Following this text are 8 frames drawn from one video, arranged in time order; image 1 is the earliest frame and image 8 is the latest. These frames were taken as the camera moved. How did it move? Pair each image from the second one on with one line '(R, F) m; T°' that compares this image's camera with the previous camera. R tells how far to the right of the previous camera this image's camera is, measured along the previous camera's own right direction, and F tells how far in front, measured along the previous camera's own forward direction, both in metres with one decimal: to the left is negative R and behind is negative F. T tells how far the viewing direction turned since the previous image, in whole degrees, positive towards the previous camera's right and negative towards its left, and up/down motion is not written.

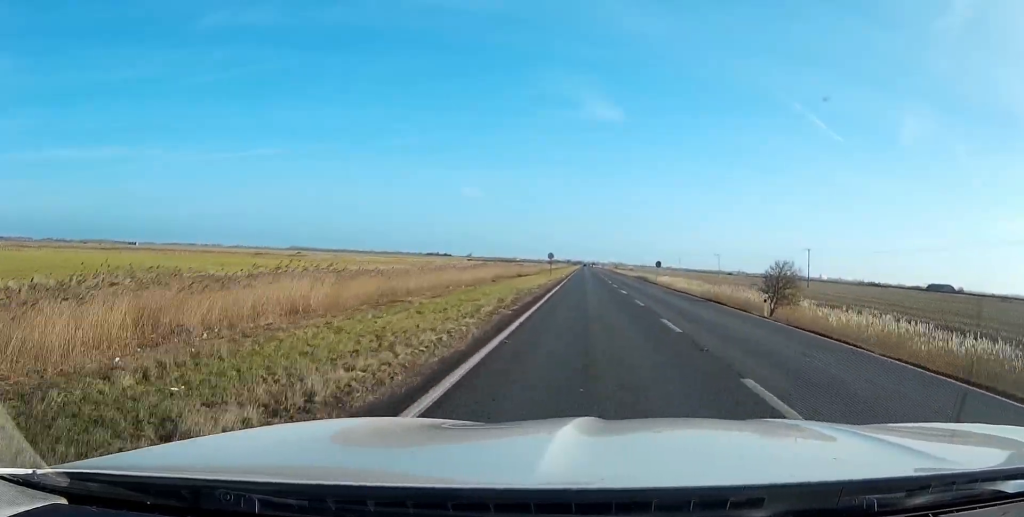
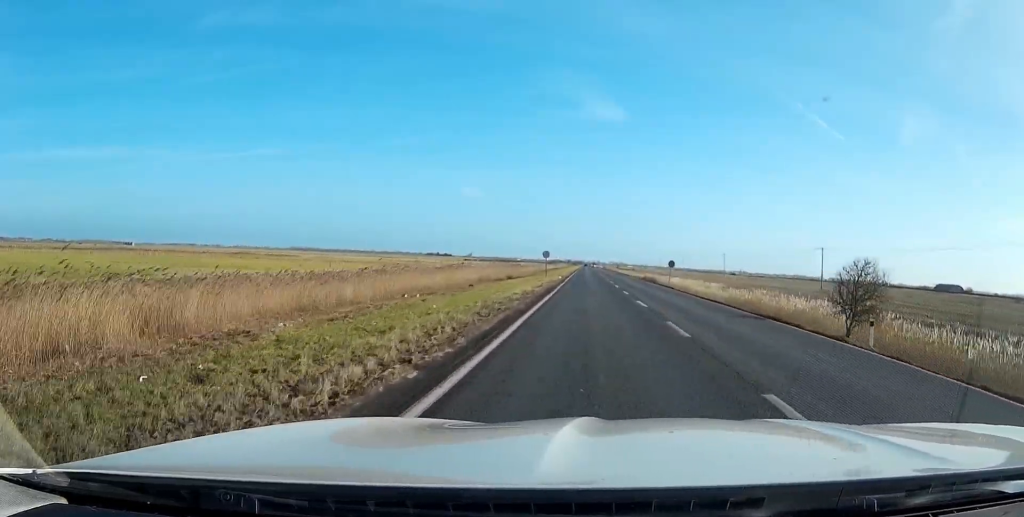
(0.0, +10.1) m; 0°
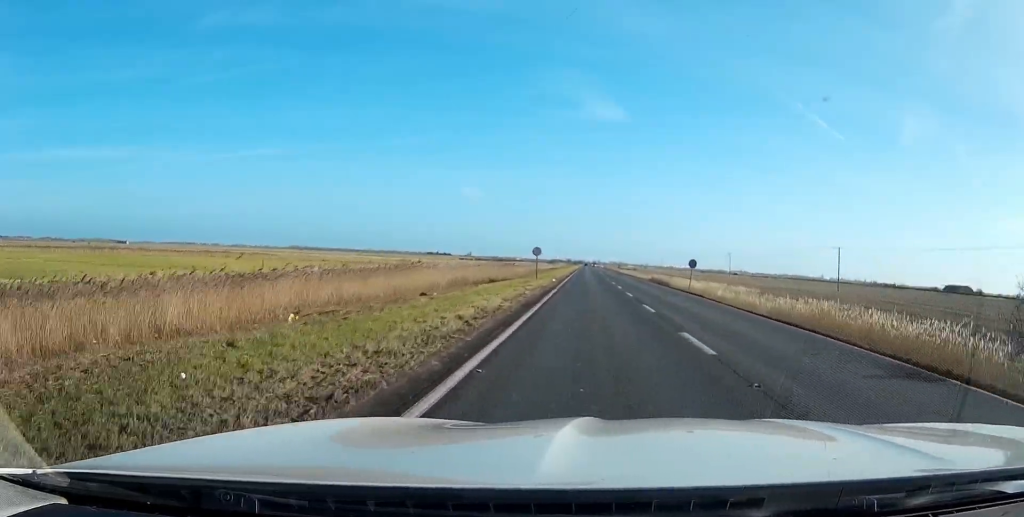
(0.0, +11.8) m; 0°
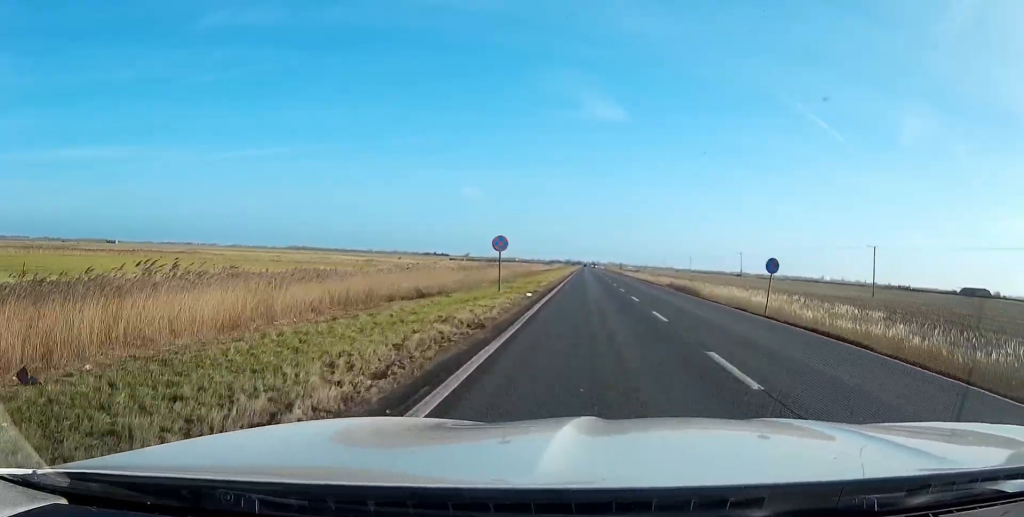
(0.0, +21.0) m; 0°
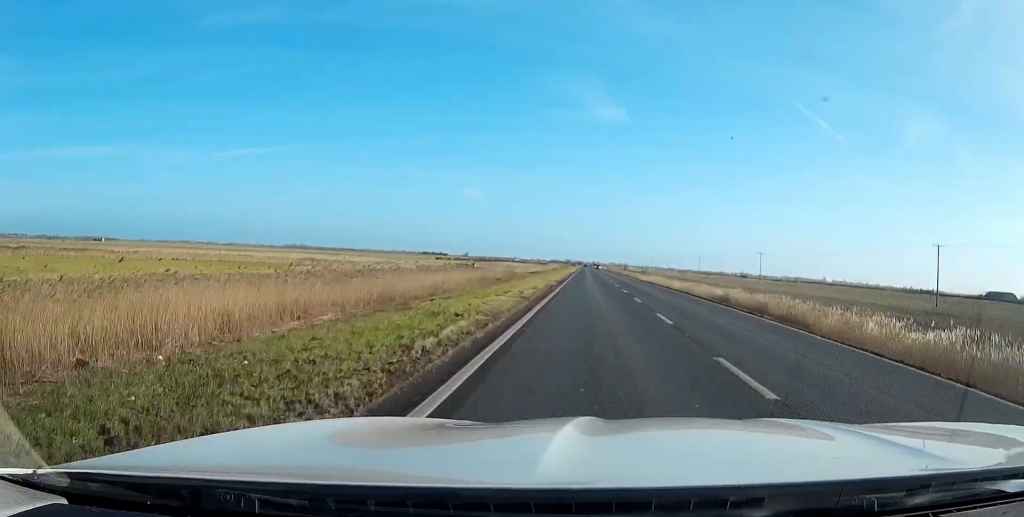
(0.0, +27.7) m; 0°
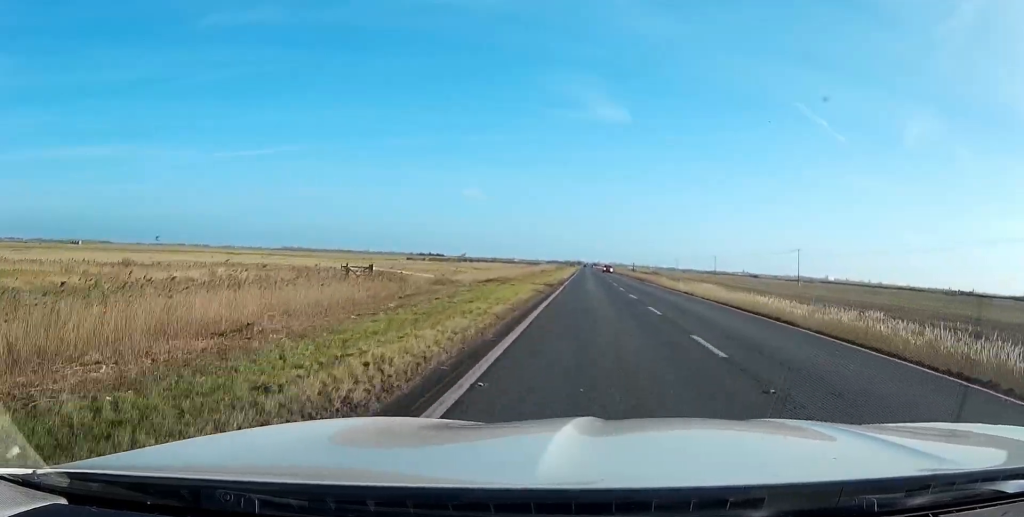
(0.0, +42.0) m; 0°
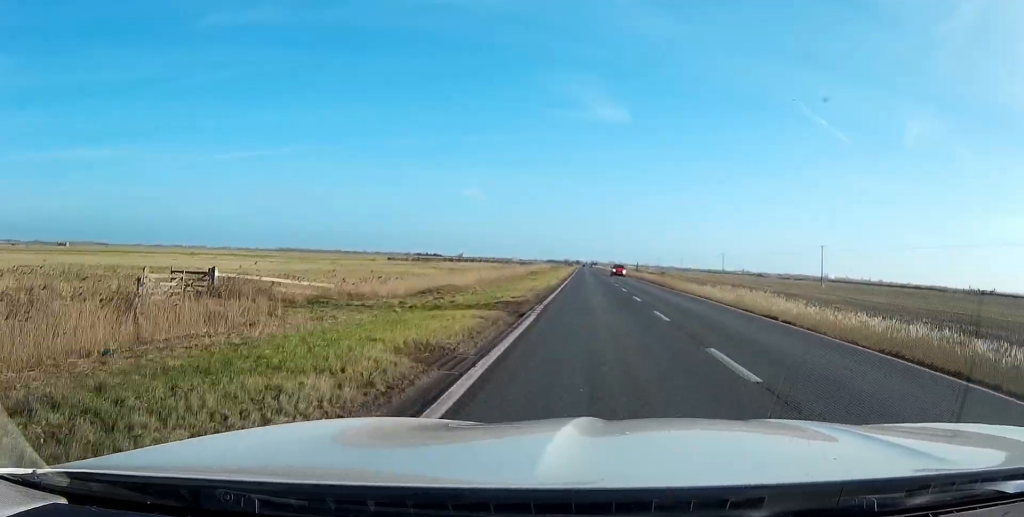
(0.0, +20.2) m; 0°
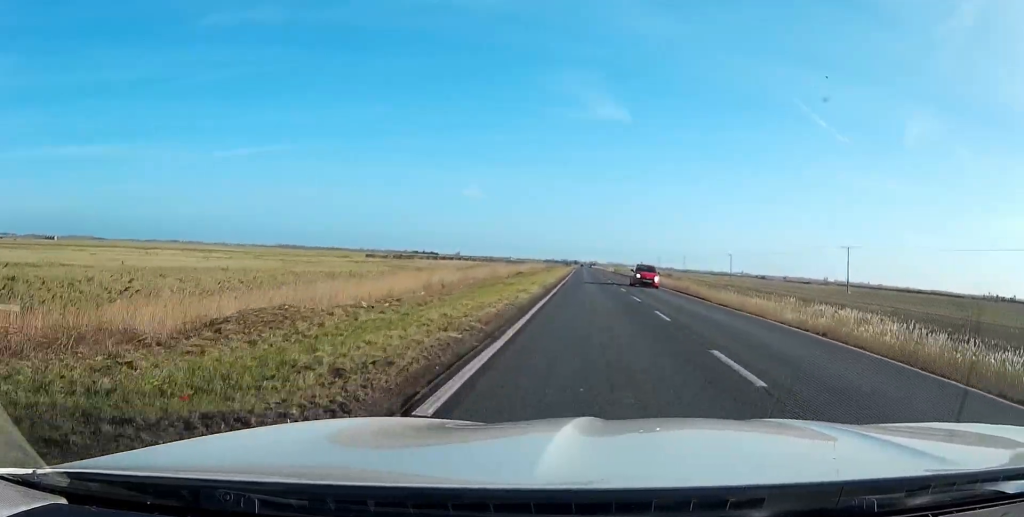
(0.0, +18.5) m; 0°
